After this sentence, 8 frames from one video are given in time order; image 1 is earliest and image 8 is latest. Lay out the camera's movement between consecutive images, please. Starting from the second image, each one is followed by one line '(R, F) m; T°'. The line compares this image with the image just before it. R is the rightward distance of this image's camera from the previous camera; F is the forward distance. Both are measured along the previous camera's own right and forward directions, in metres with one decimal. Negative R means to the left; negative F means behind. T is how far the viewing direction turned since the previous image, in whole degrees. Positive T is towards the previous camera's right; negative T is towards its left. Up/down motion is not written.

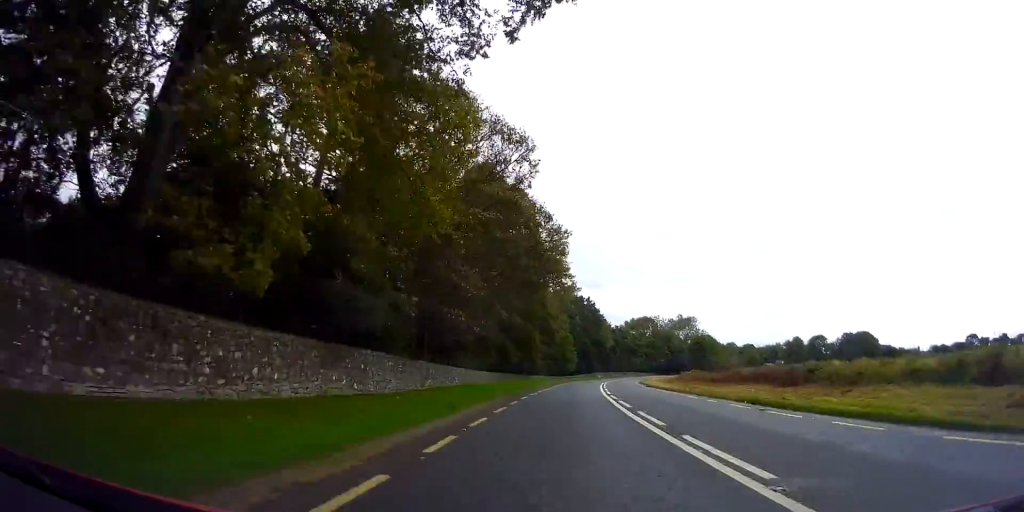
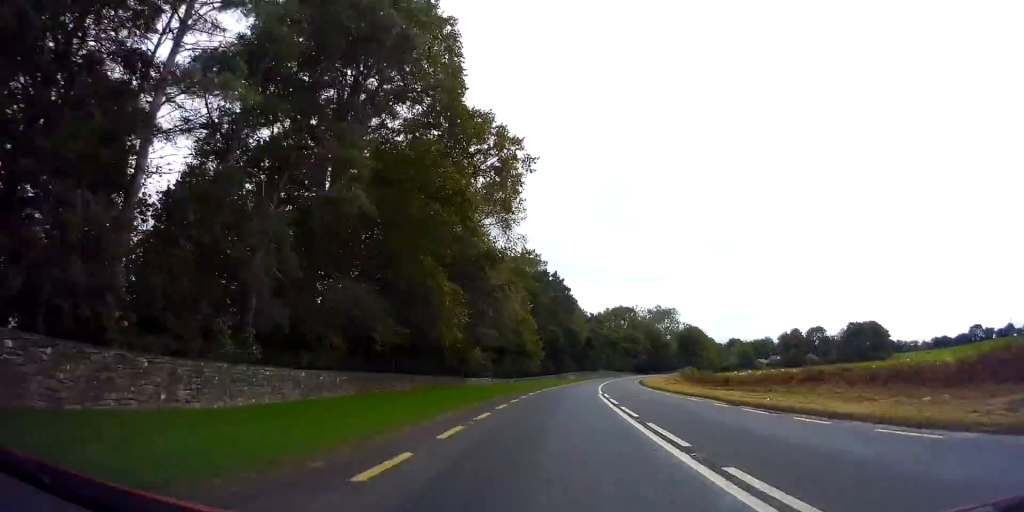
(+0.7, +33.4) m; +1°
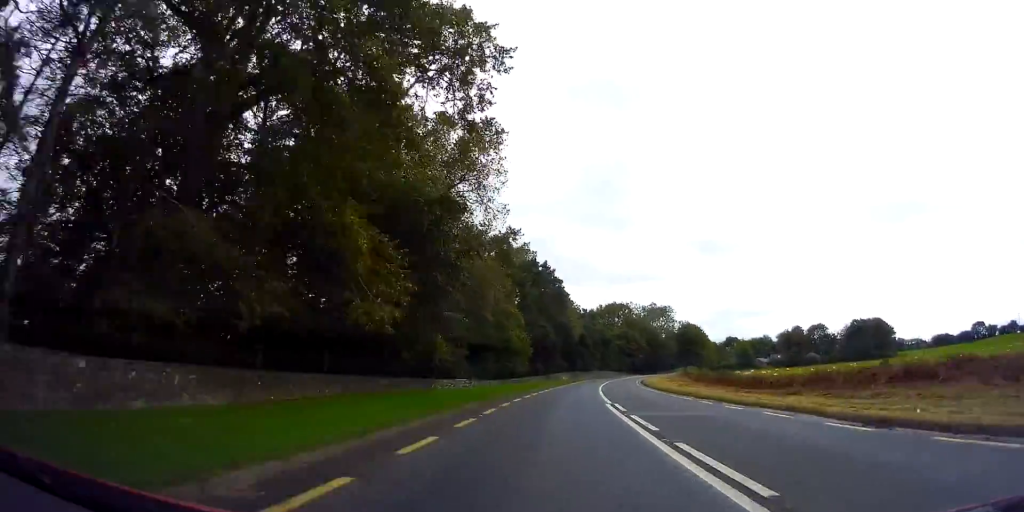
(0.0, +9.8) m; 0°
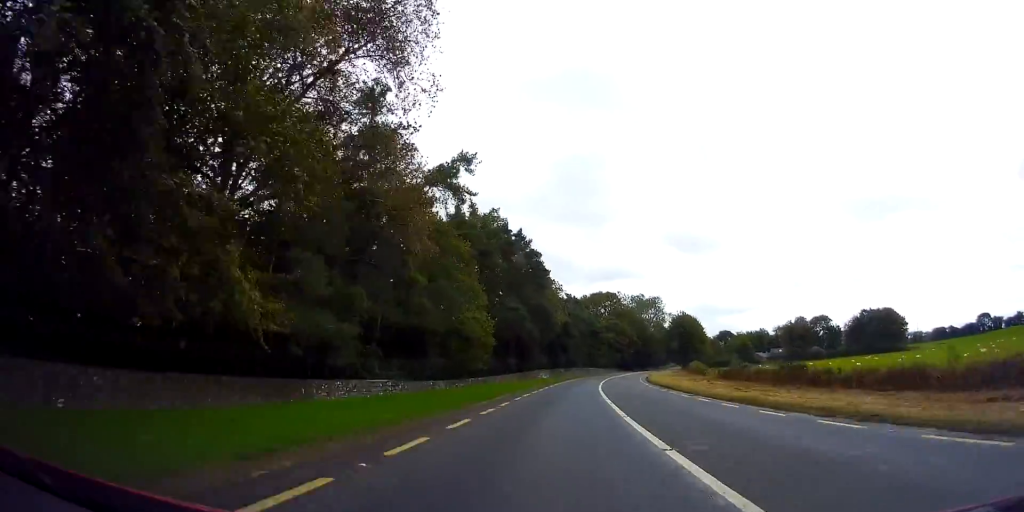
(0.0, +19.7) m; +2°
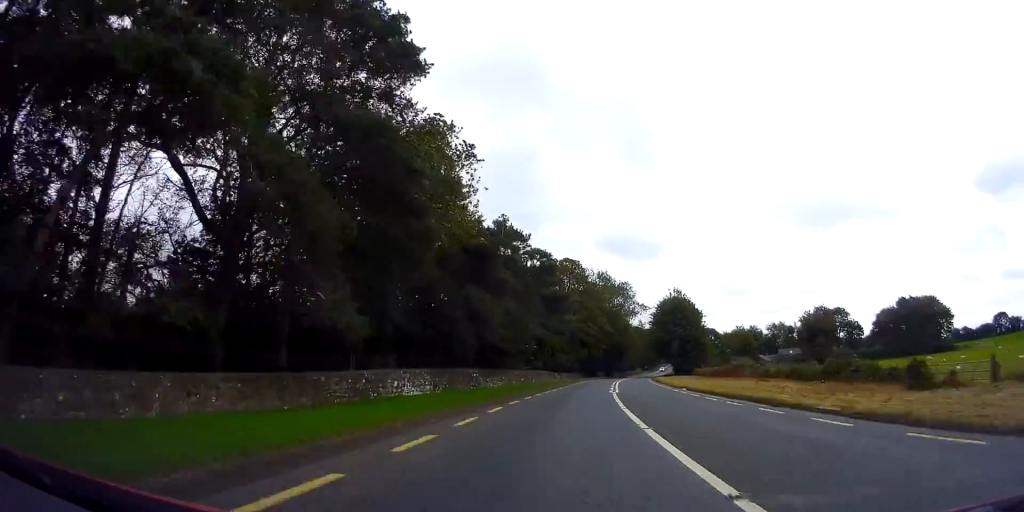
(+4.2, +50.2) m; +8°
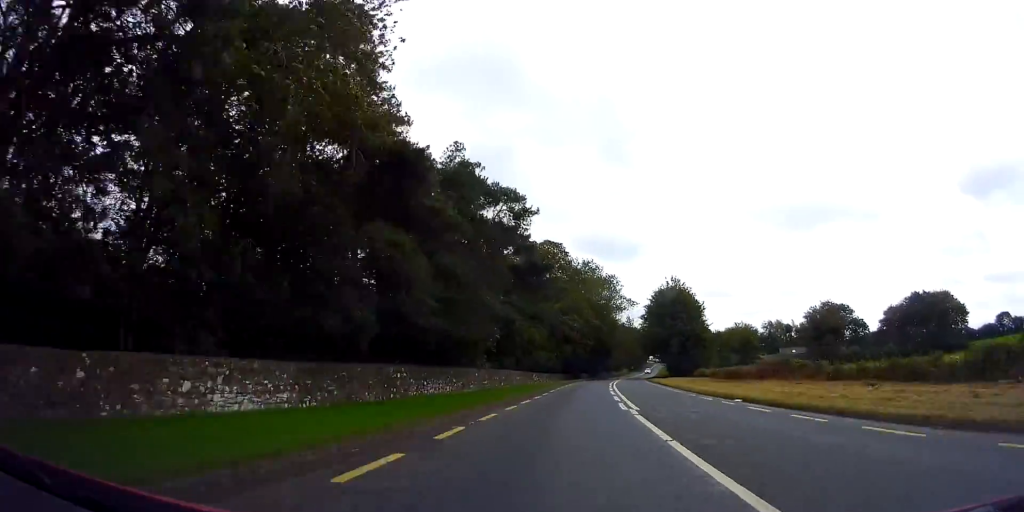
(-0.1, +13.9) m; +1°
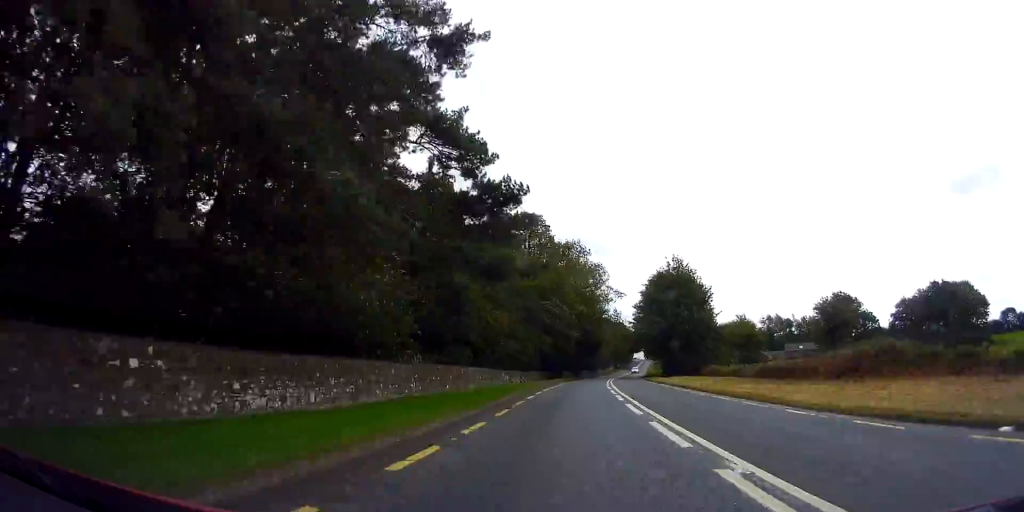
(-0.1, +14.6) m; +1°
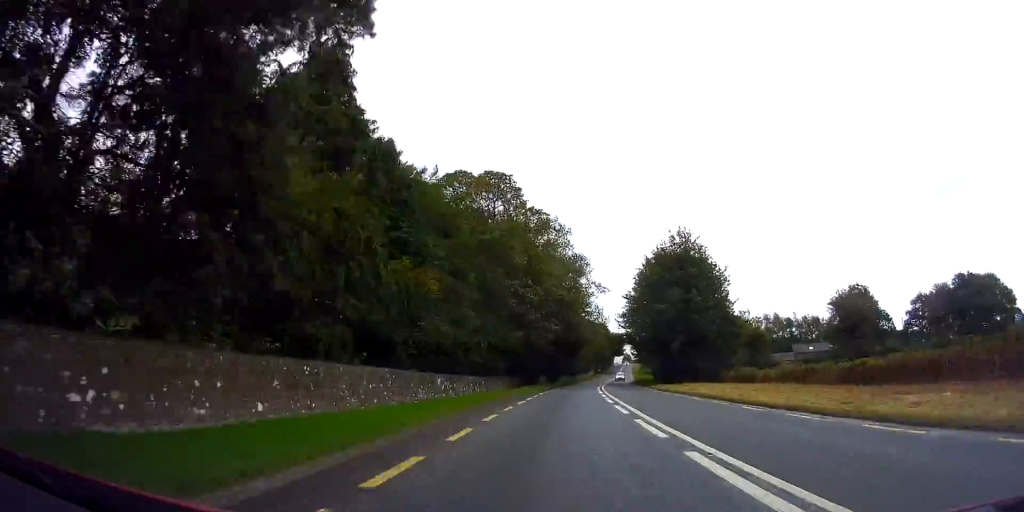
(+0.2, +16.2) m; +3°
